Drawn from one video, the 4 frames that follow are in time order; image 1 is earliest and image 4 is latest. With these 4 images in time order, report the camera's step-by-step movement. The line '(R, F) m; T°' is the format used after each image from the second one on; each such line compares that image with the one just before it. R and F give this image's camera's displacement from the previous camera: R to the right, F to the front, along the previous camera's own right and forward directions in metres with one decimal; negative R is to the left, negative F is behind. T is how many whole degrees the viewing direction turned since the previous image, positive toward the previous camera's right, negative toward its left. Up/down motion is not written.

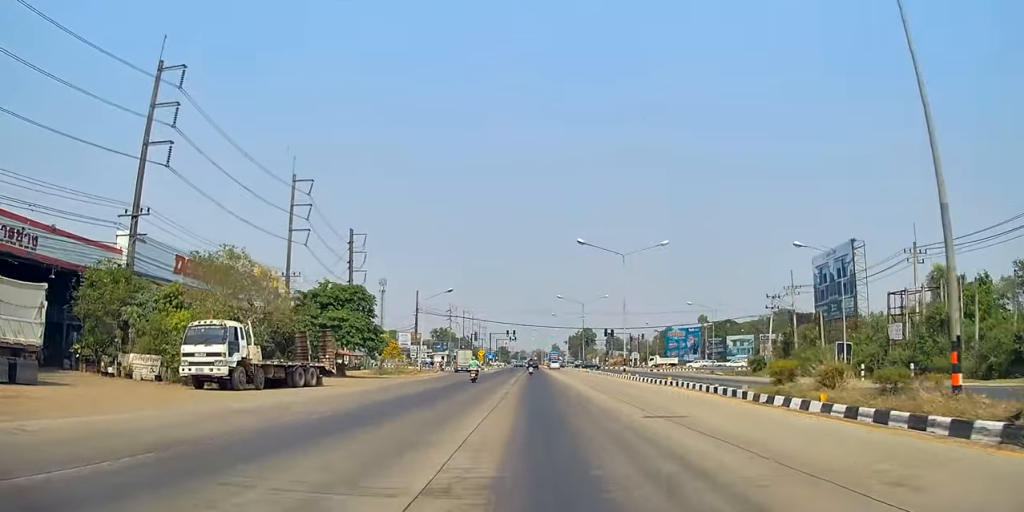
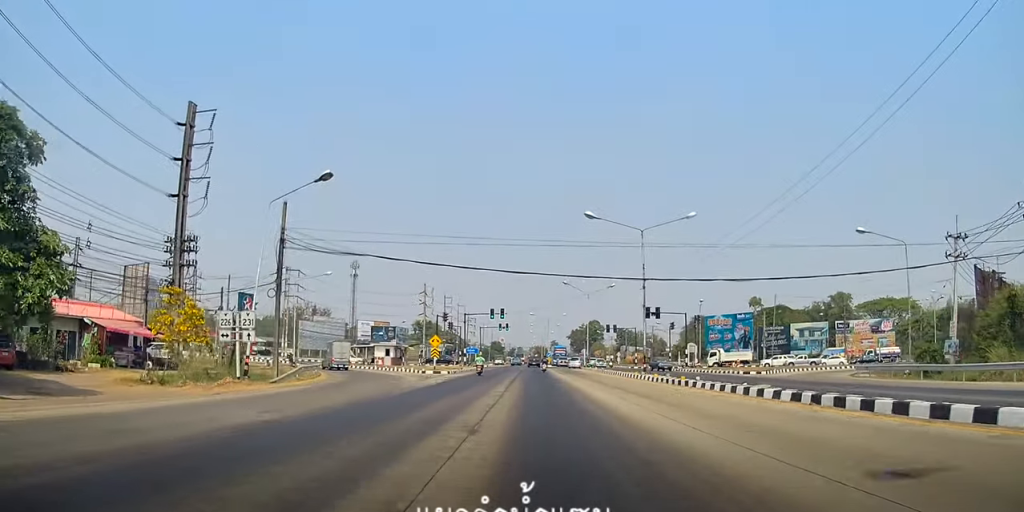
(-0.3, +44.9) m; -2°
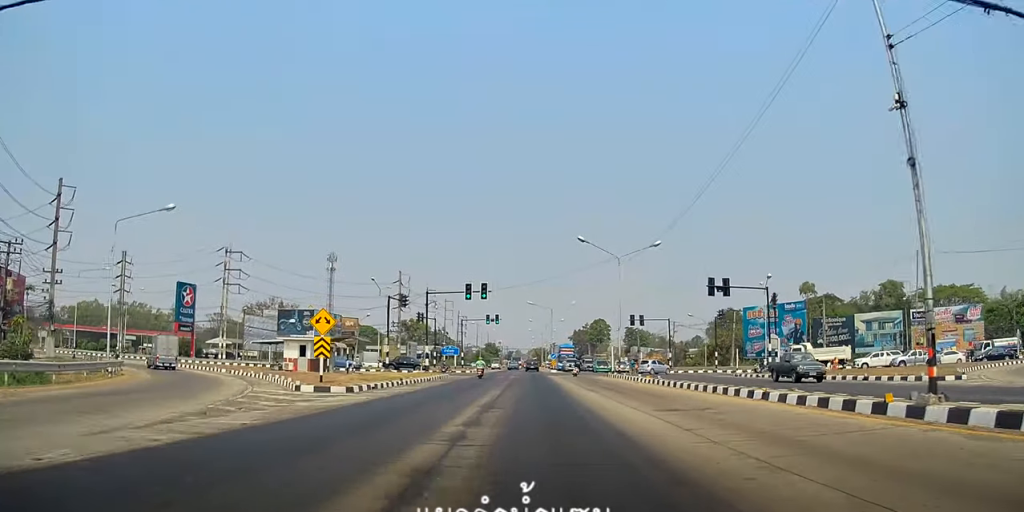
(+0.4, +28.7) m; +1°
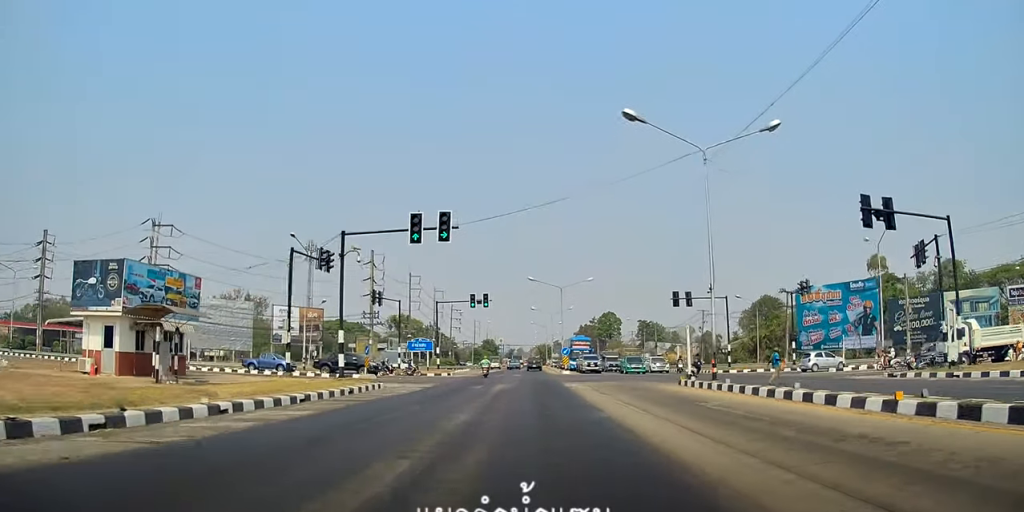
(-0.1, +24.2) m; -1°
